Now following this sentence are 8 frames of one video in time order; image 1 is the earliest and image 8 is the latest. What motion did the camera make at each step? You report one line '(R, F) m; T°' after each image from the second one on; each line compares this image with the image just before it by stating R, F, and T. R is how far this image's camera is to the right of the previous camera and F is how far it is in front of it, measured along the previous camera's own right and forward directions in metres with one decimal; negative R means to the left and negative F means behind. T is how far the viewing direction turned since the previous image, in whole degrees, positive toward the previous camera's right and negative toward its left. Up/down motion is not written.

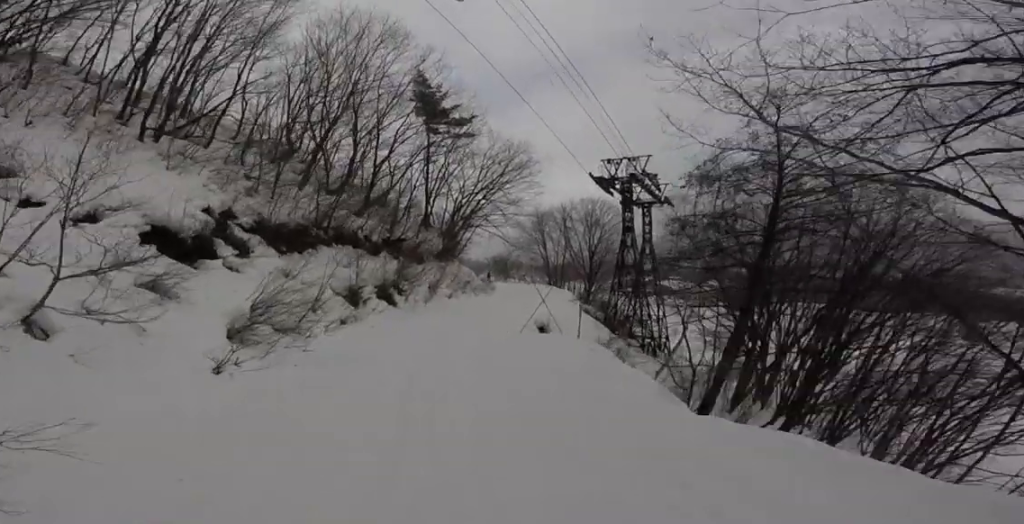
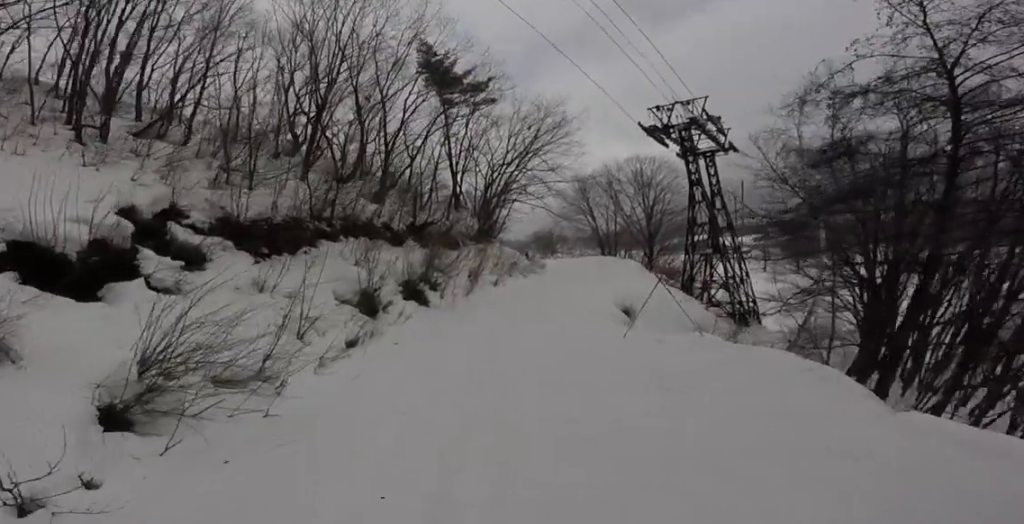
(+0.5, +4.6) m; +8°
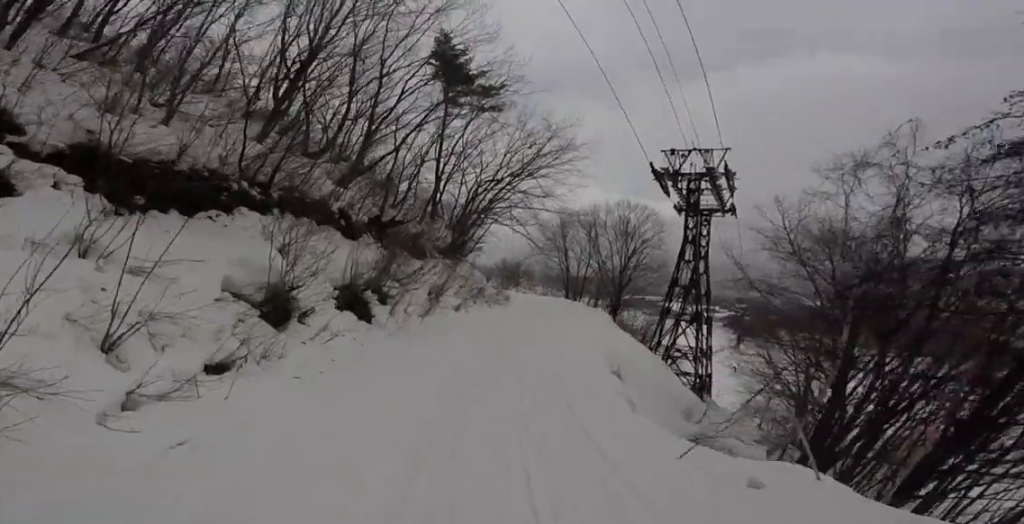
(+0.2, +3.6) m; +2°
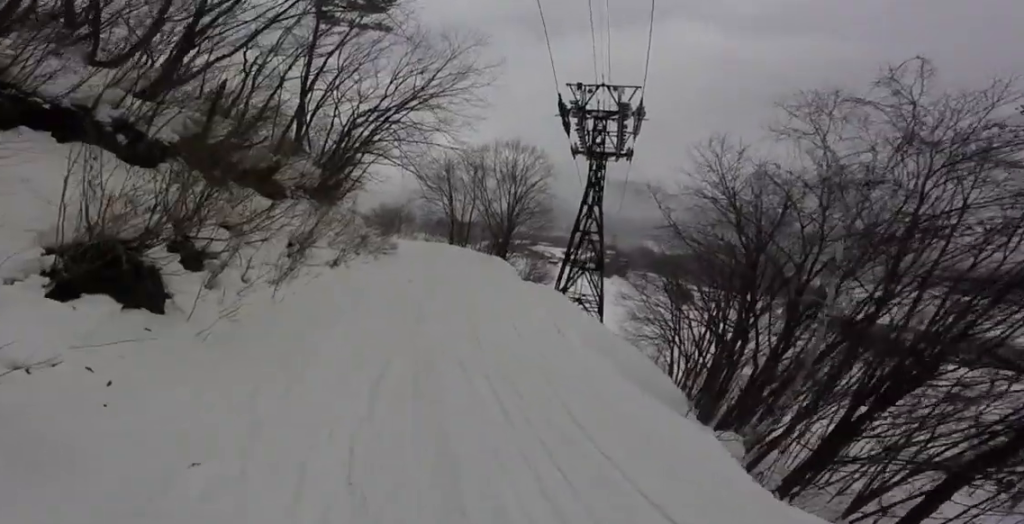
(+0.1, +4.9) m; +1°
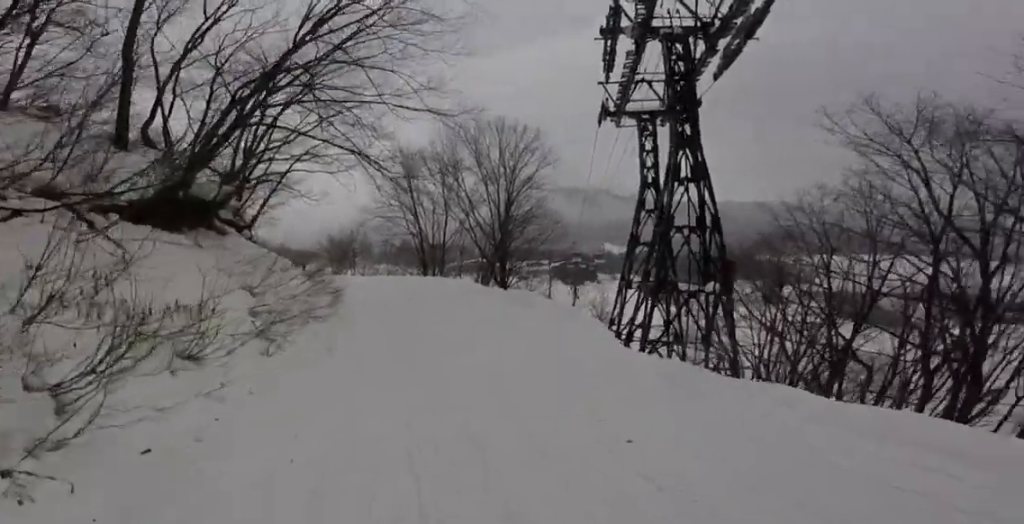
(0.0, +11.3) m; 0°
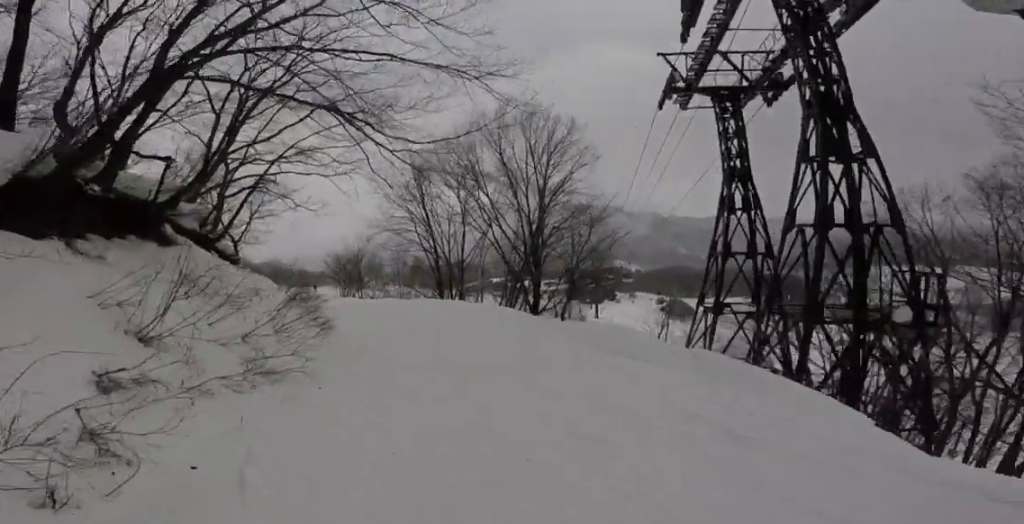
(0.0, +4.4) m; 0°
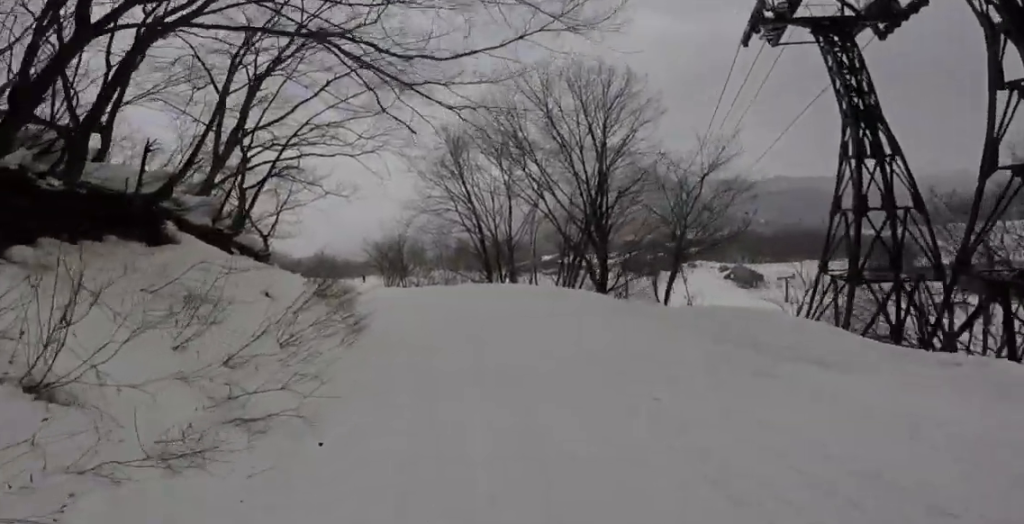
(0.0, +2.4) m; -2°
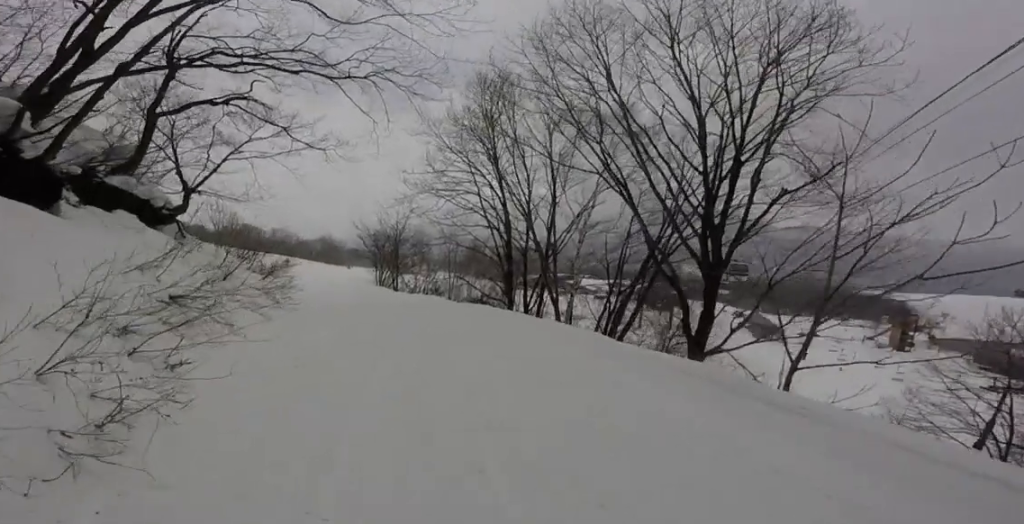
(-0.7, +7.3) m; -20°
